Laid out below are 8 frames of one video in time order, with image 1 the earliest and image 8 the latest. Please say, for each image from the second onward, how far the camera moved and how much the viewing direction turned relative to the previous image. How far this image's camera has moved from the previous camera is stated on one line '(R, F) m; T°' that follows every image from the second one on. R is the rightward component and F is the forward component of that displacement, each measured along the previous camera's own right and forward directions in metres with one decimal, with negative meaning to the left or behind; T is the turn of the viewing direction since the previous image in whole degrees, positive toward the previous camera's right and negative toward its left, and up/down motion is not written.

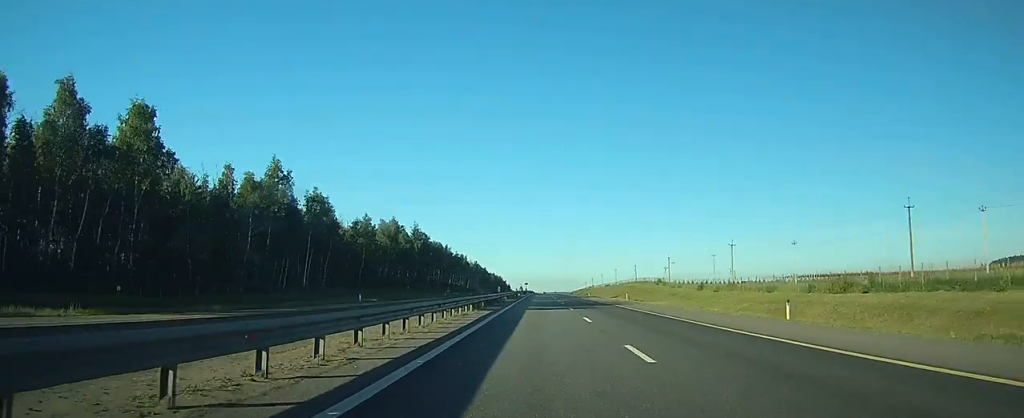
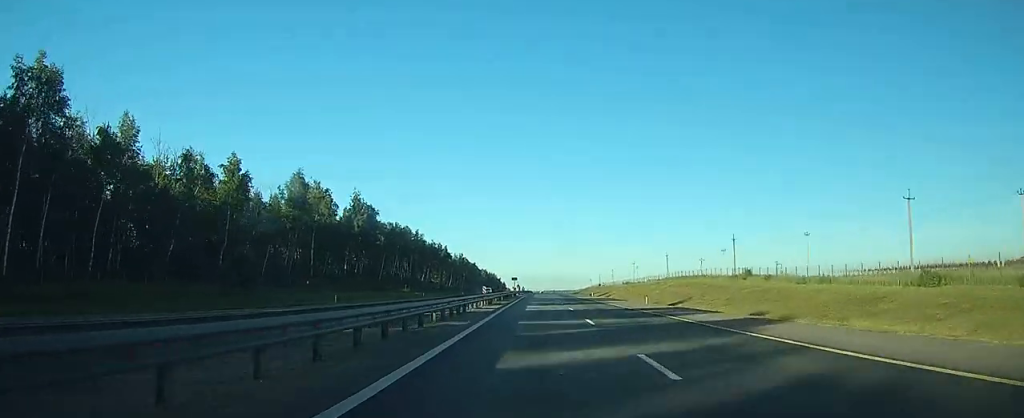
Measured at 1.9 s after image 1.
(-0.1, +61.4) m; 0°
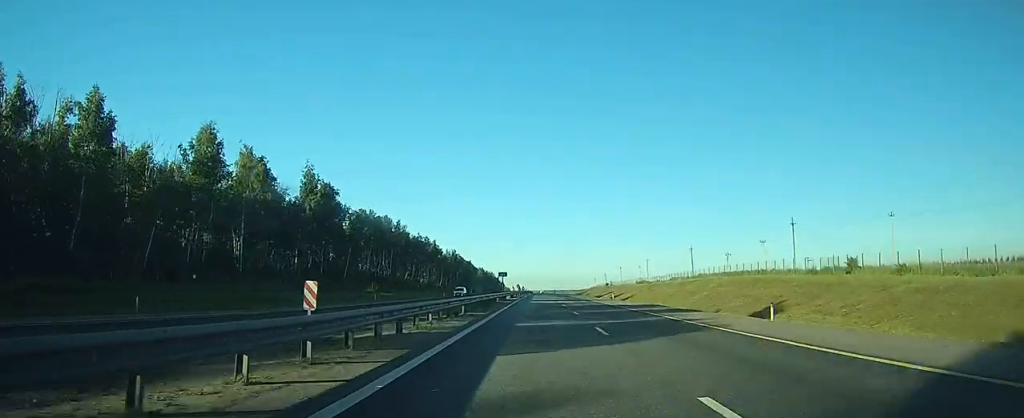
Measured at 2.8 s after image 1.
(0.0, +28.0) m; 0°
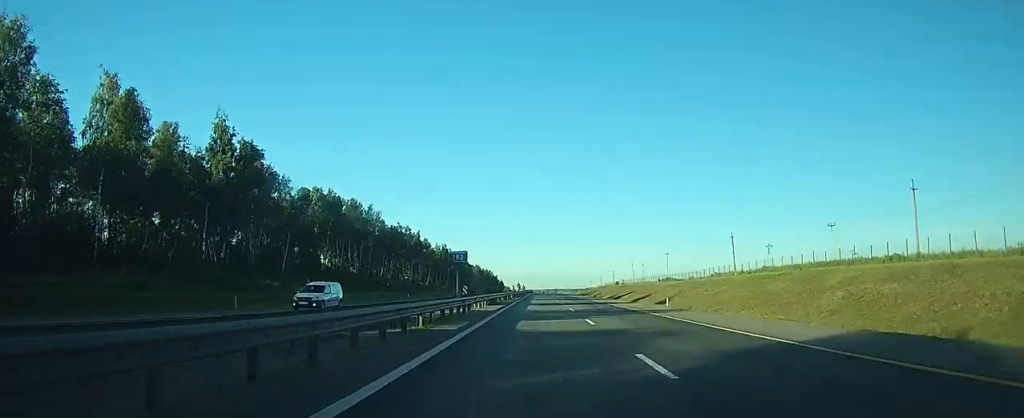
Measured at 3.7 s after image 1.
(+0.2, +31.4) m; 0°
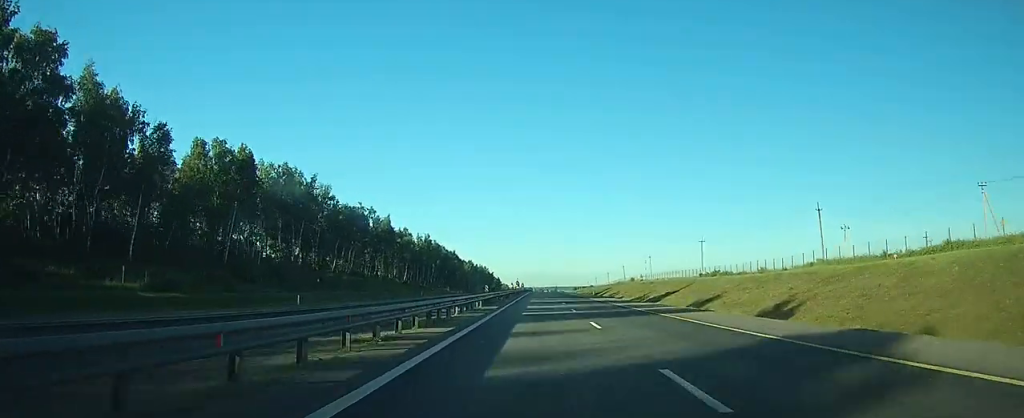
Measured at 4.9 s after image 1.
(-0.1, +37.9) m; 0°
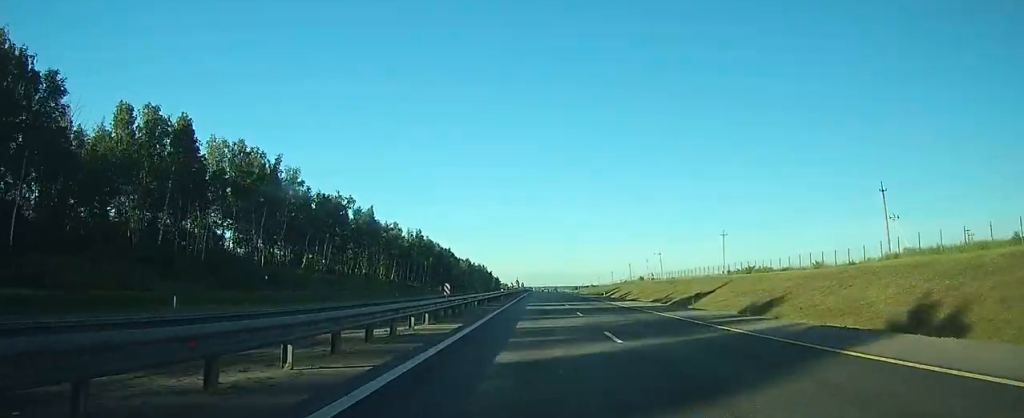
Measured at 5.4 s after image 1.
(0.0, +16.3) m; 0°
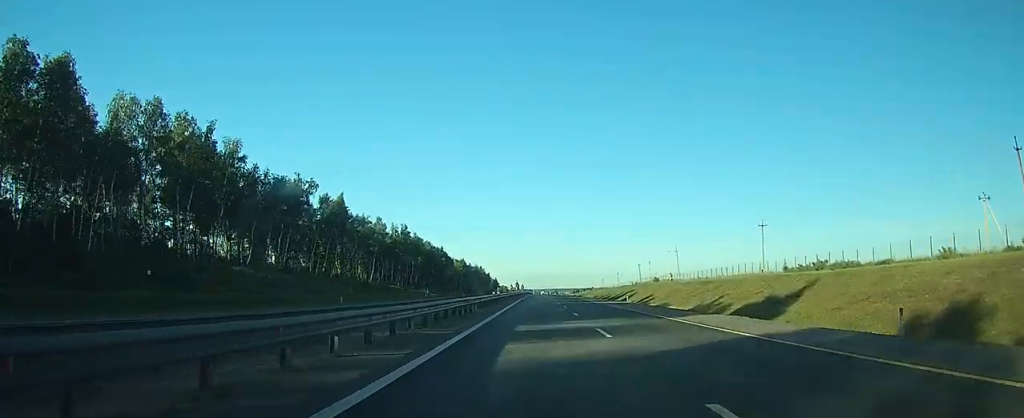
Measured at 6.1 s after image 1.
(0.0, +21.8) m; 0°
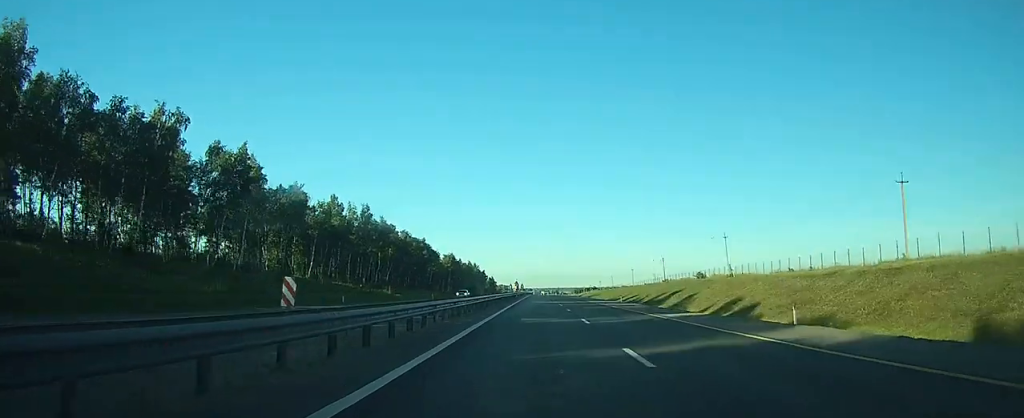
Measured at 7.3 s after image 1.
(0.0, +41.6) m; 0°
